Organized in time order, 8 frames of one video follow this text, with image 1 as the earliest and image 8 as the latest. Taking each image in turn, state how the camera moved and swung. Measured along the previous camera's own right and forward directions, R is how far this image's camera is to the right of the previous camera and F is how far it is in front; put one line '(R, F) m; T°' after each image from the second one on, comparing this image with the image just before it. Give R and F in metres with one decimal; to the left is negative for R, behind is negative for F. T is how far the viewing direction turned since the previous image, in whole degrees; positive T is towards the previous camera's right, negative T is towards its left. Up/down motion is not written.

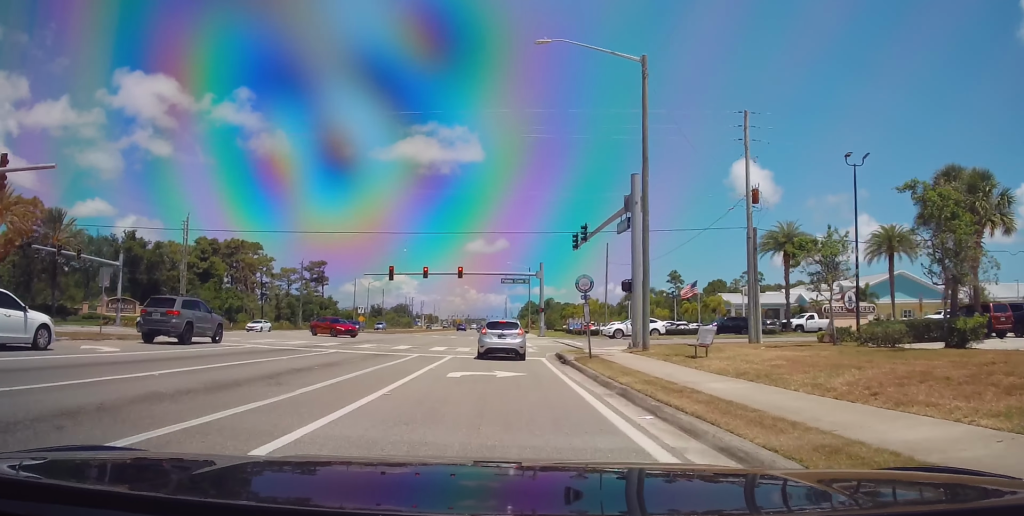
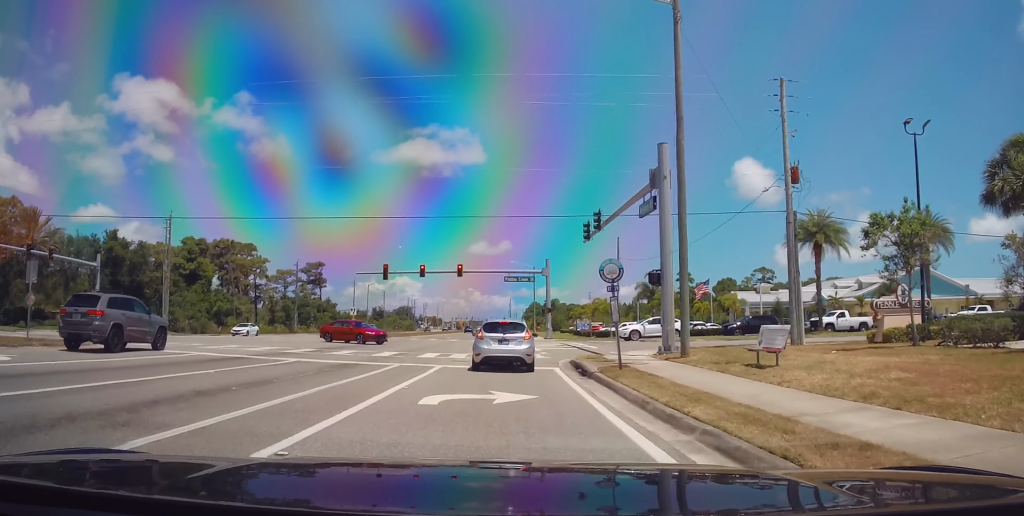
(+0.3, +5.2) m; +1°
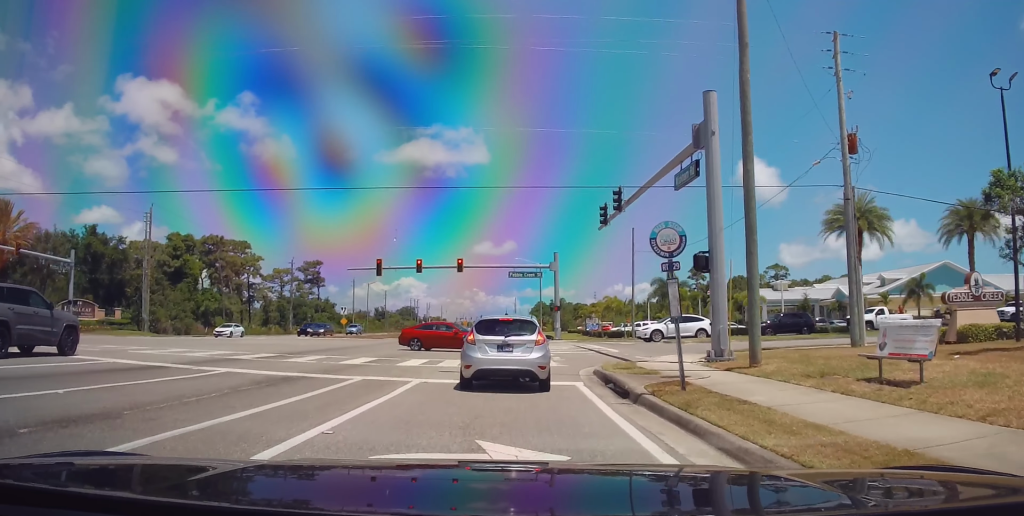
(0.0, +5.9) m; -2°
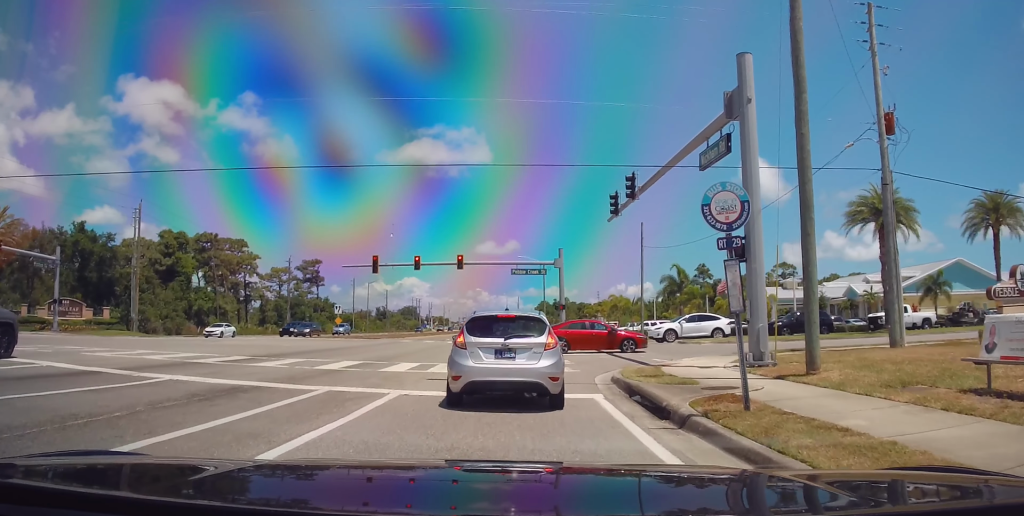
(-0.1, +3.4) m; -2°
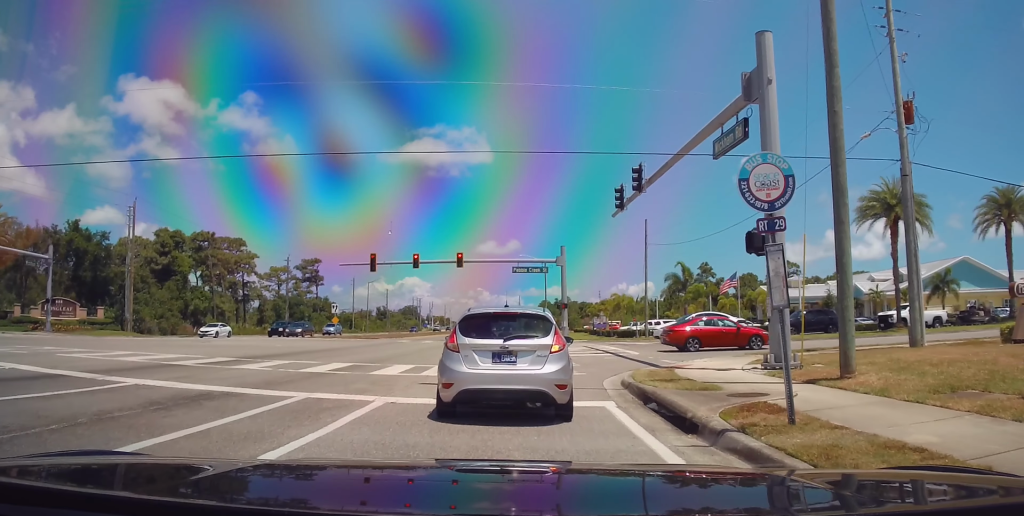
(0.0, +1.8) m; 0°
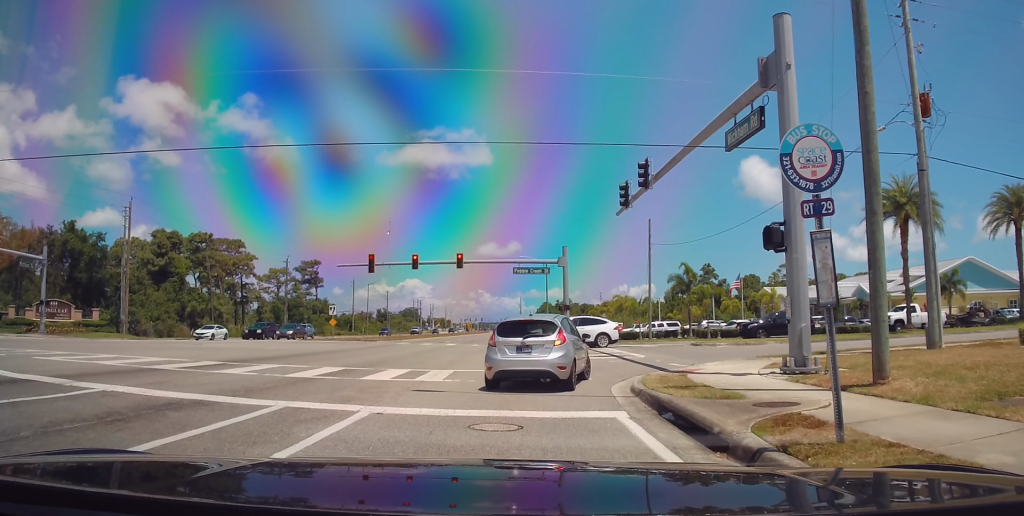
(0.0, +3.6) m; 0°
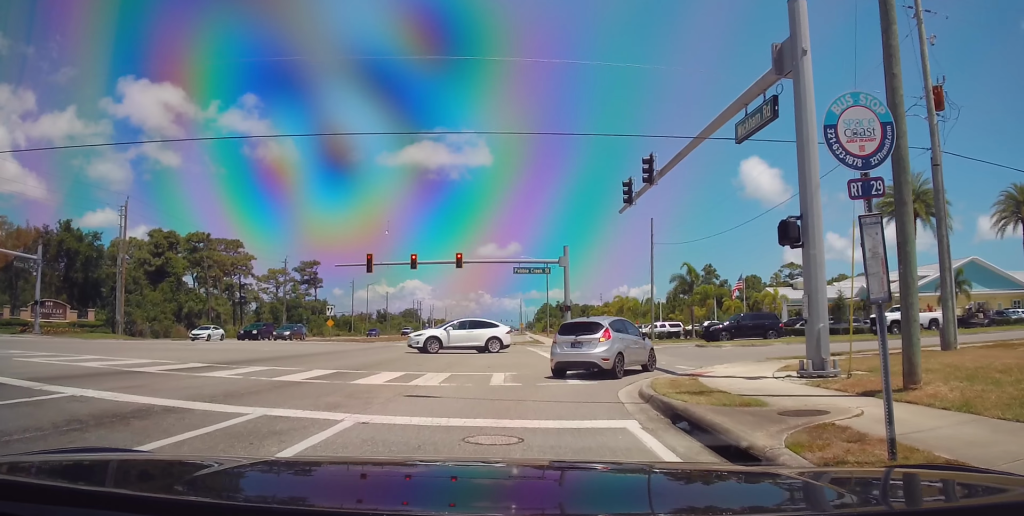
(0.0, +0.7) m; 0°
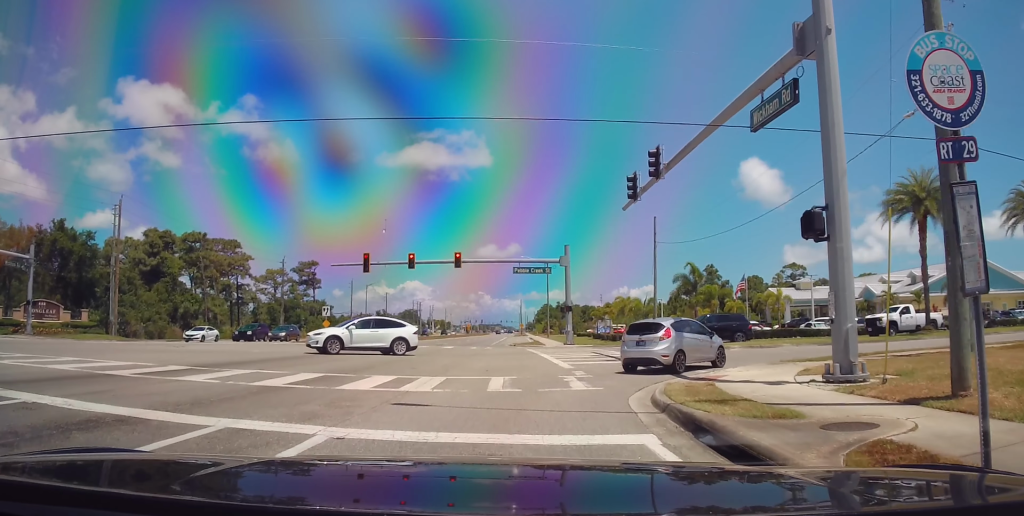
(0.0, +0.7) m; 0°
